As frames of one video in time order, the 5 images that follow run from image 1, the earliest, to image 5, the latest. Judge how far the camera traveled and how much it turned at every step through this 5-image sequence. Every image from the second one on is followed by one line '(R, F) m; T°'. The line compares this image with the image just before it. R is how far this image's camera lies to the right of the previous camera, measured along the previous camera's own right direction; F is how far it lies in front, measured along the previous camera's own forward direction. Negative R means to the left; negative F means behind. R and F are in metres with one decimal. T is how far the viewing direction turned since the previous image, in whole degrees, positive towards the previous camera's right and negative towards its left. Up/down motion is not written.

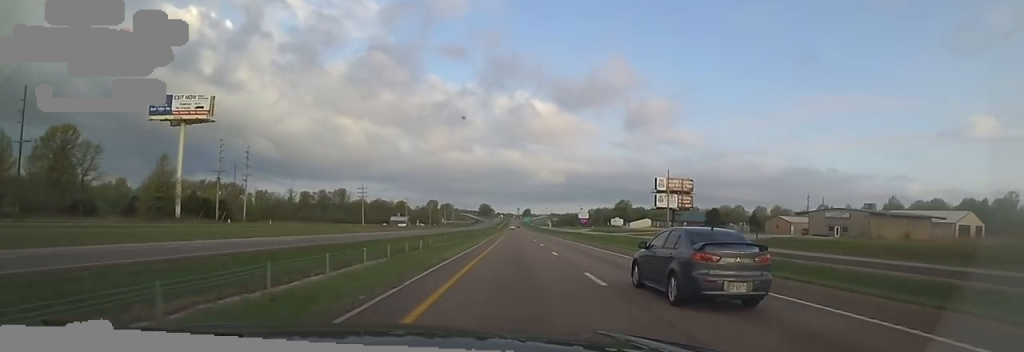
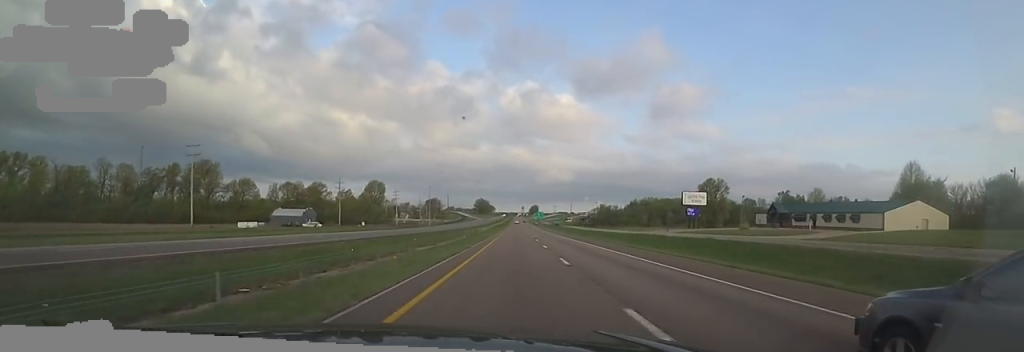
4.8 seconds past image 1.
(0.0, +168.4) m; -1°
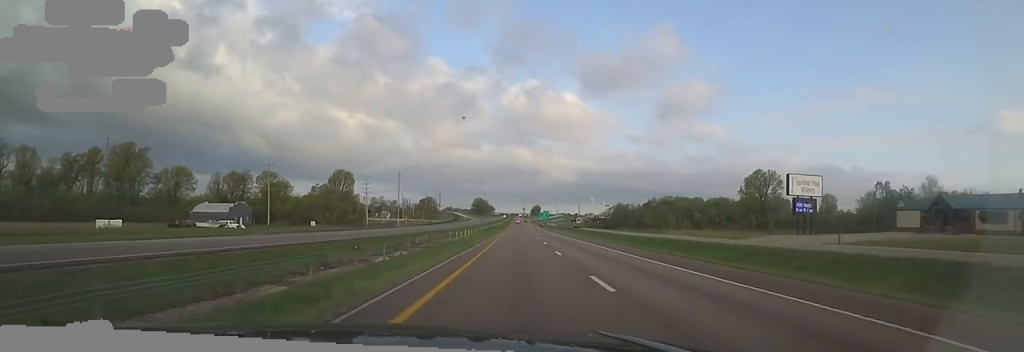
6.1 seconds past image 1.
(-1.2, +44.1) m; -1°
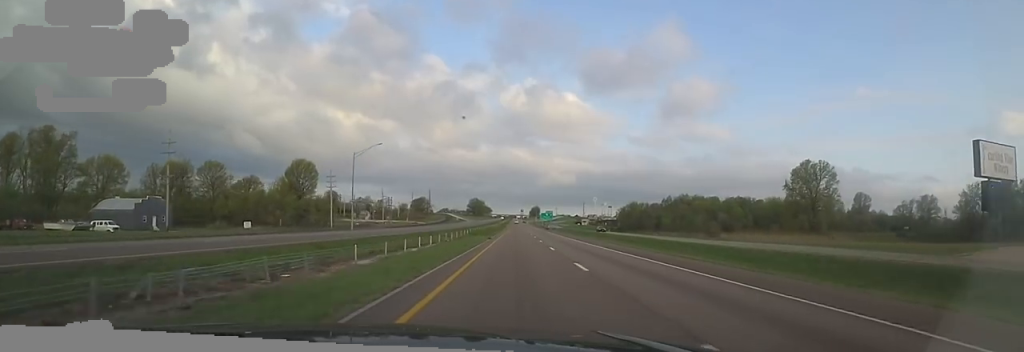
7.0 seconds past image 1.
(+0.8, +32.3) m; +2°
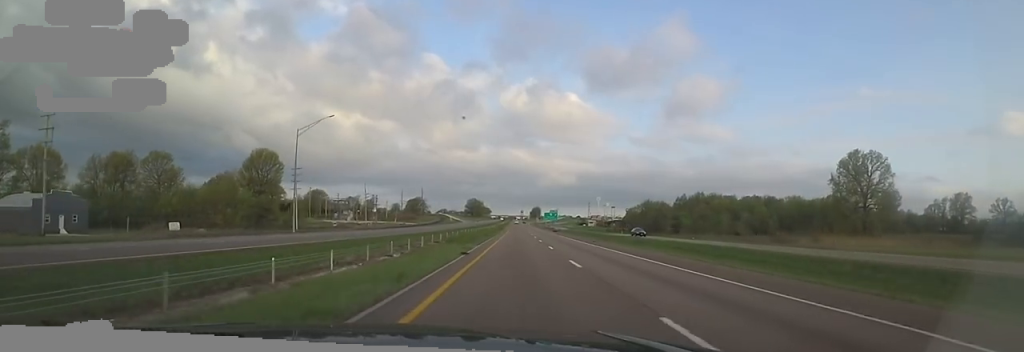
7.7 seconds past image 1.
(+0.3, +22.8) m; 0°
